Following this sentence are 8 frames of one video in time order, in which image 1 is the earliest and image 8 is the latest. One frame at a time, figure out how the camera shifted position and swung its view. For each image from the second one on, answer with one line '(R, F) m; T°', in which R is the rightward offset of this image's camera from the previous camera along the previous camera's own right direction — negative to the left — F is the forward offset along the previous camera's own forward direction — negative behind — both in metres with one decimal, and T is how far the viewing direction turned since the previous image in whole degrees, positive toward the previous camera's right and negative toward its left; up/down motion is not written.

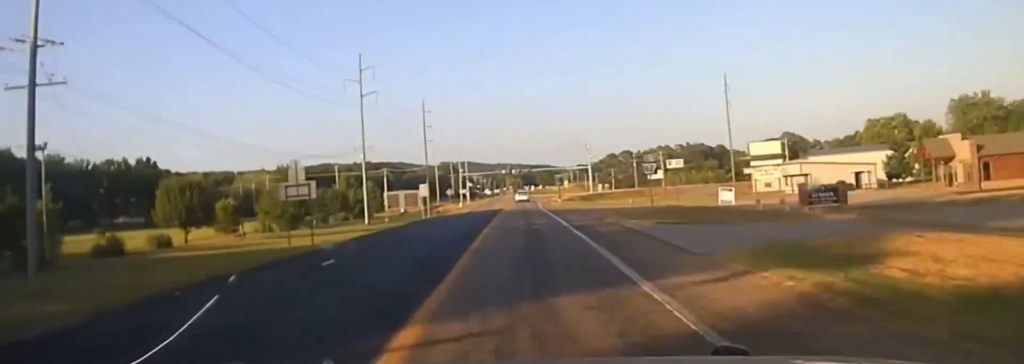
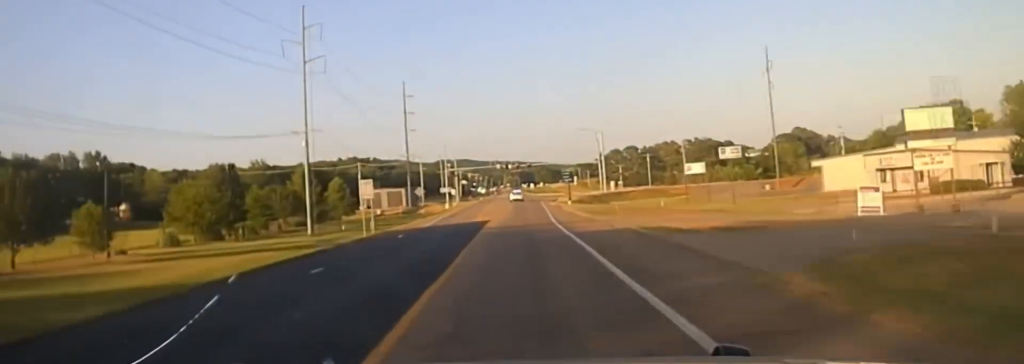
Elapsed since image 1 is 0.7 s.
(+0.2, +32.8) m; 0°
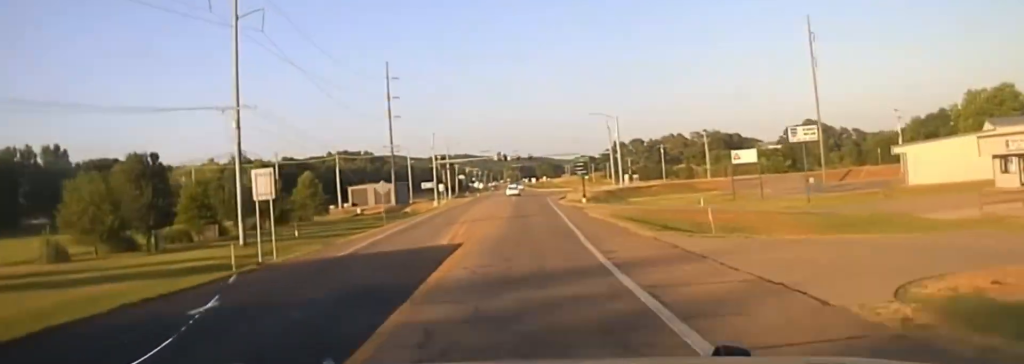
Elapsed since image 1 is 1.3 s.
(-0.3, +25.6) m; 0°
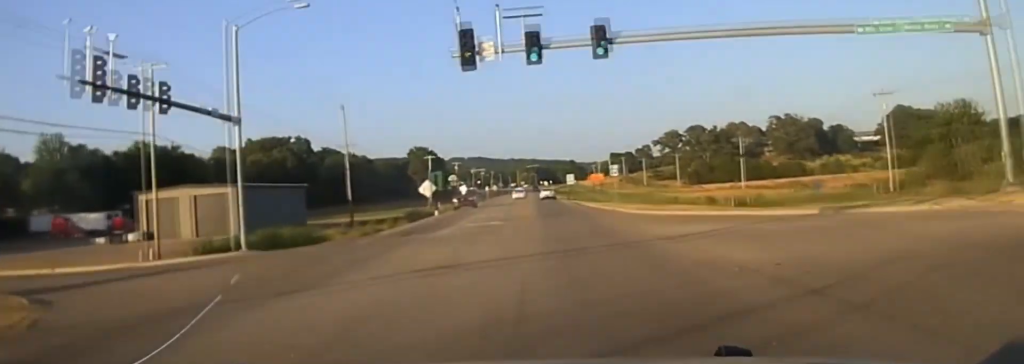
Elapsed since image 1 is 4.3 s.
(-1.2, +140.0) m; -1°
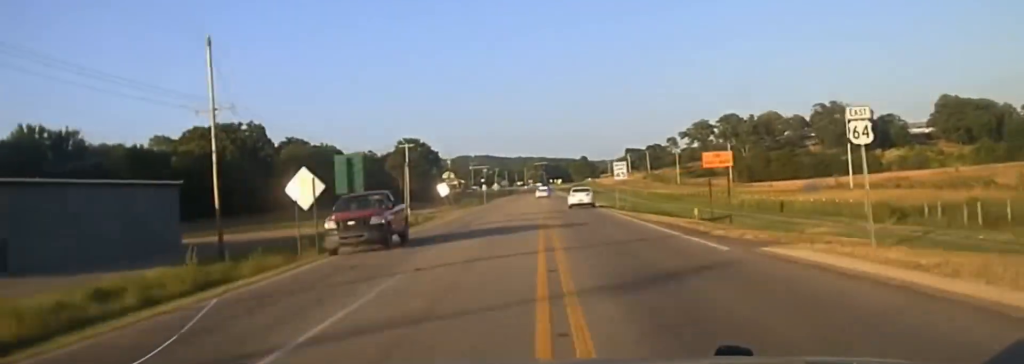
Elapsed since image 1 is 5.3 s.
(-0.1, +53.6) m; 0°
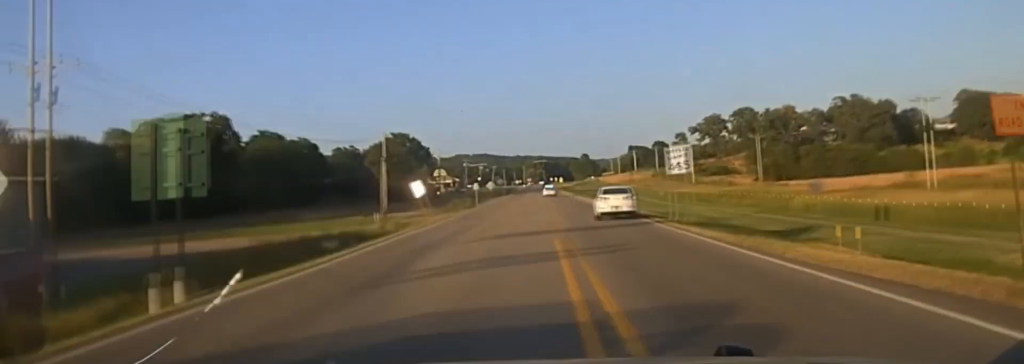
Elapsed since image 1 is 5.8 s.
(+0.1, +26.3) m; 0°
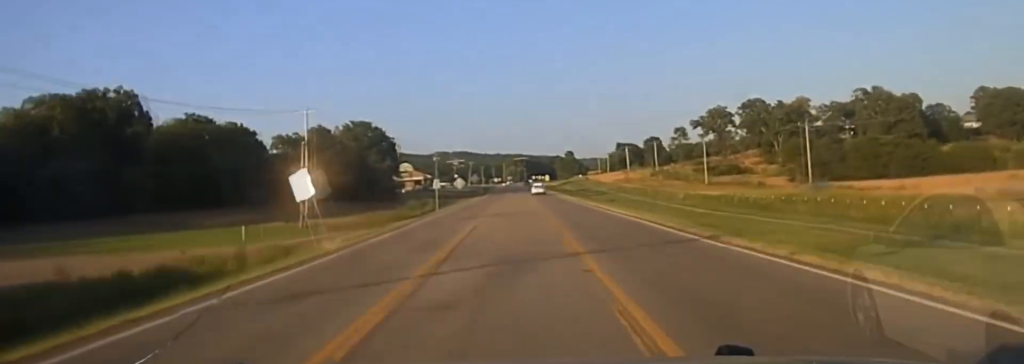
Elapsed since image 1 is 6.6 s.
(+0.1, +39.0) m; 0°
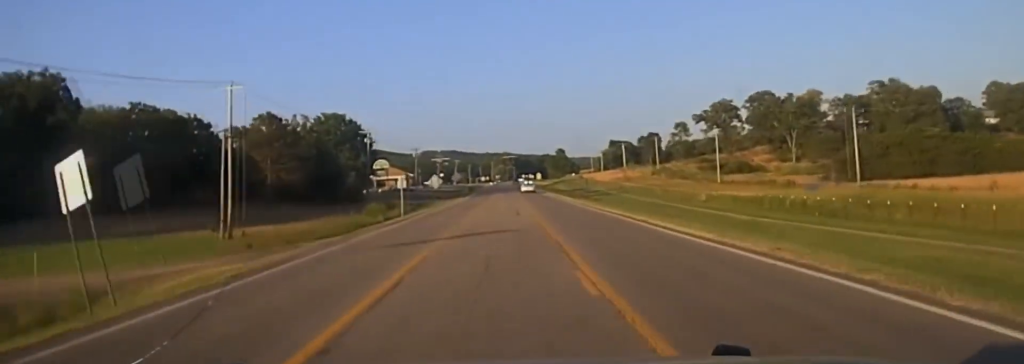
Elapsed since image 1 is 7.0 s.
(0.0, +18.3) m; 0°
